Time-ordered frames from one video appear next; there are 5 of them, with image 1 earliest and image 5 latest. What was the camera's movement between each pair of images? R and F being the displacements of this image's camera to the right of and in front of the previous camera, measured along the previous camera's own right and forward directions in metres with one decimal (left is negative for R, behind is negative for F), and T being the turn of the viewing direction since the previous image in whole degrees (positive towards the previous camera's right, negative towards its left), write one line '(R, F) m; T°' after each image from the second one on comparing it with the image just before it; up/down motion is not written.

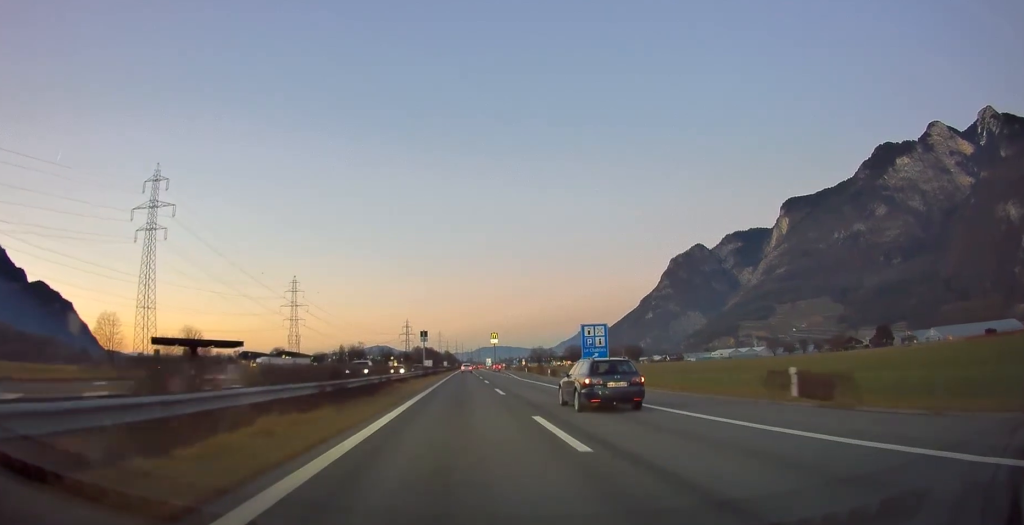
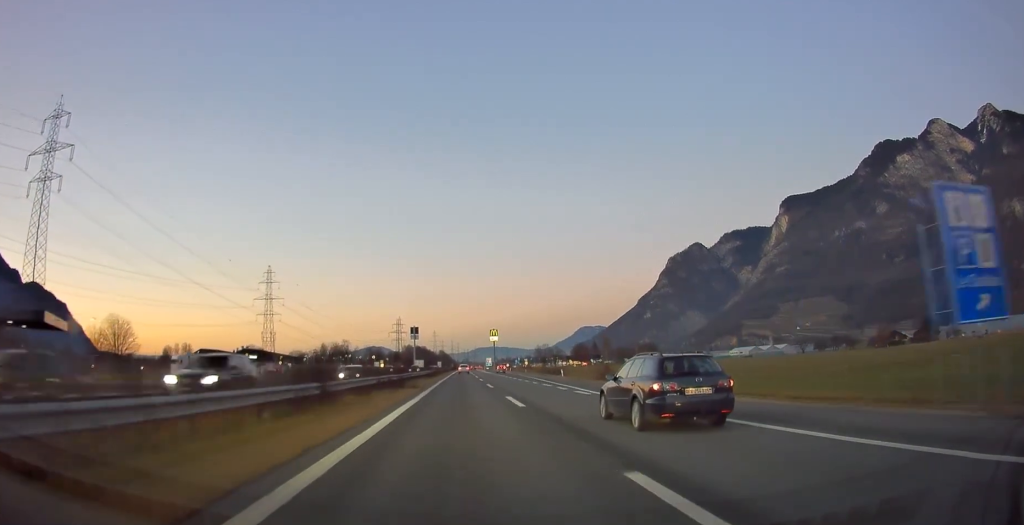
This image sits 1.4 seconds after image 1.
(-0.1, +44.5) m; 0°
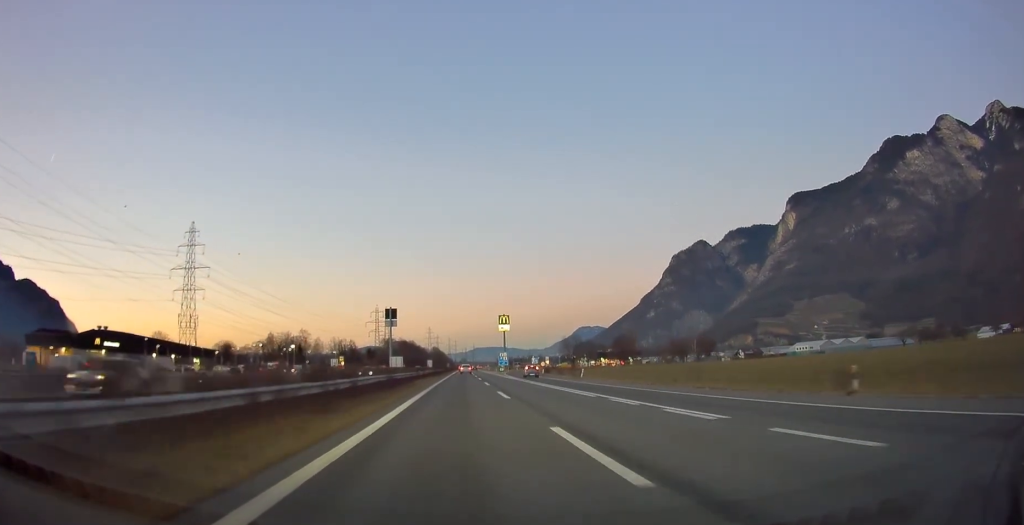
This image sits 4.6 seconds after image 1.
(+0.7, +104.1) m; +1°
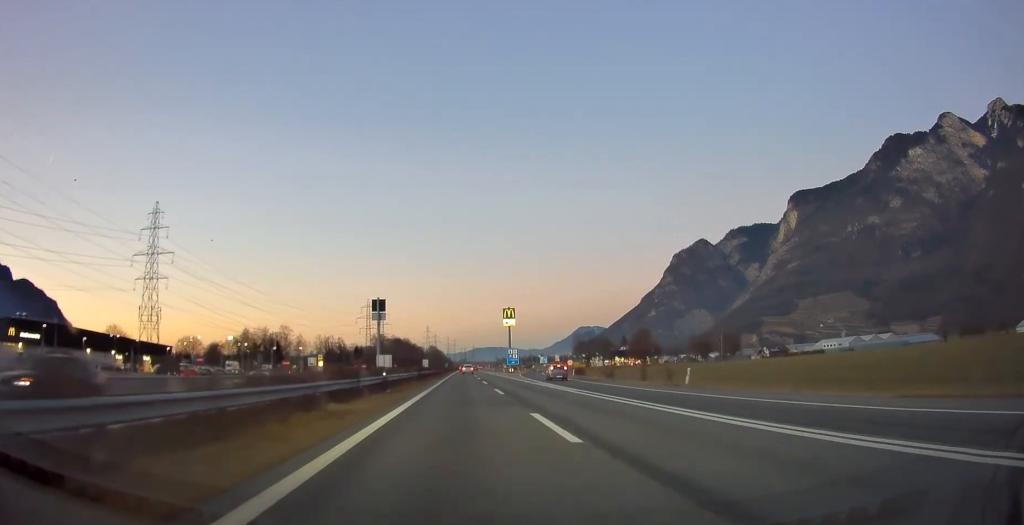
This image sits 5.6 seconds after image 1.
(-0.1, +32.5) m; 0°
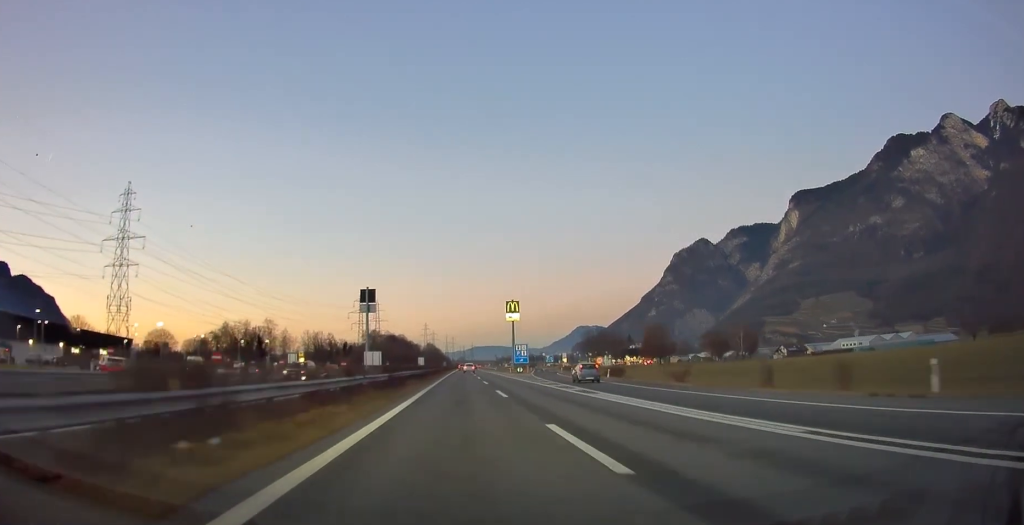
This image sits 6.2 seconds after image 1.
(0.0, +21.6) m; 0°
